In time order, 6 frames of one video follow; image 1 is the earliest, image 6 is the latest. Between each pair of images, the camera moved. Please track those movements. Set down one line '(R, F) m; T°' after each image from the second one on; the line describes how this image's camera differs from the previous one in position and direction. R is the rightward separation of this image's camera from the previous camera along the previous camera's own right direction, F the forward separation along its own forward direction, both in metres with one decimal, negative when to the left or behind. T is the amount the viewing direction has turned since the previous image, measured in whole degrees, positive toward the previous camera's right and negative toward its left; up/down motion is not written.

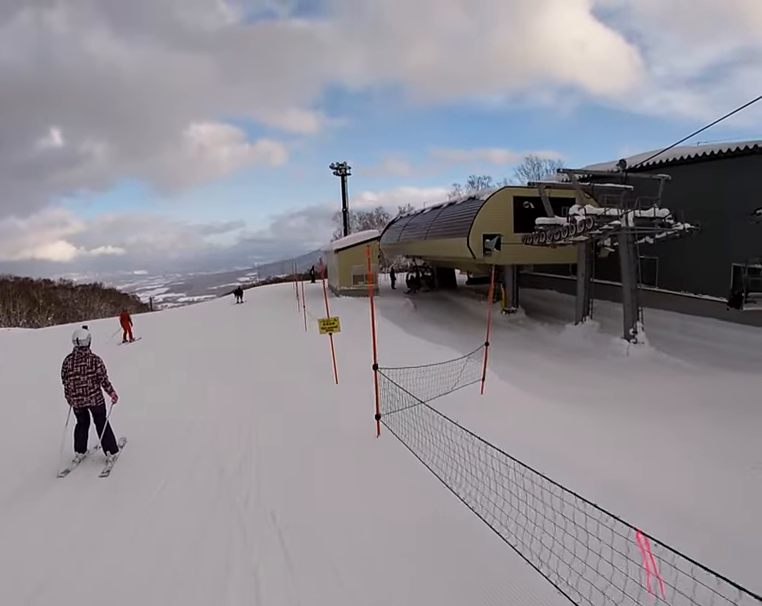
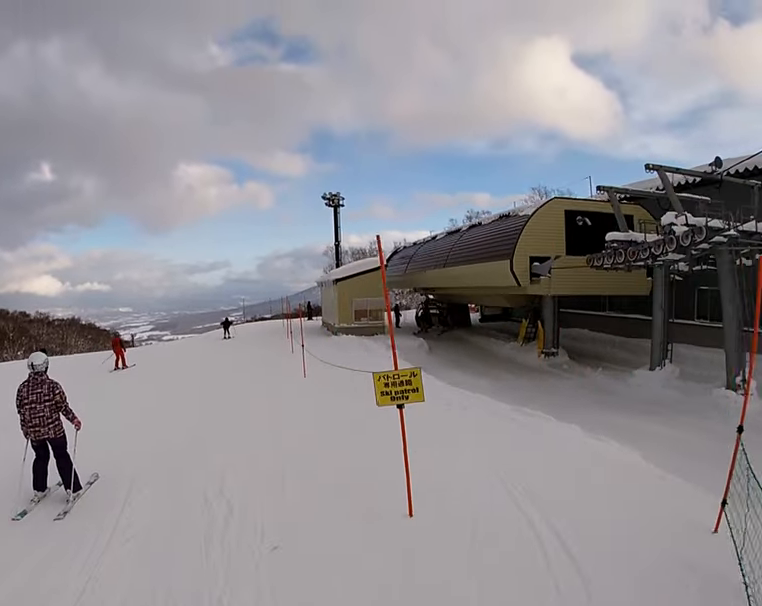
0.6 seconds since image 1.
(+0.1, +5.5) m; +4°
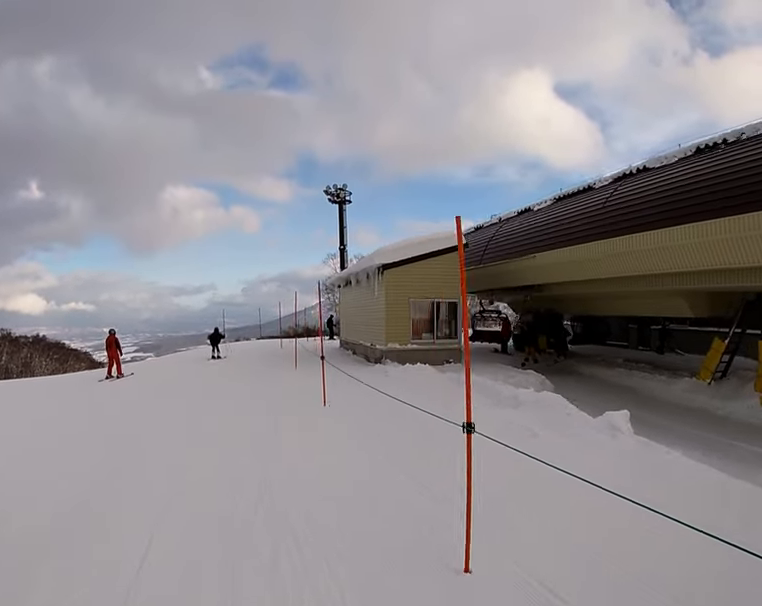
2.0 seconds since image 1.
(+1.4, +11.8) m; +5°
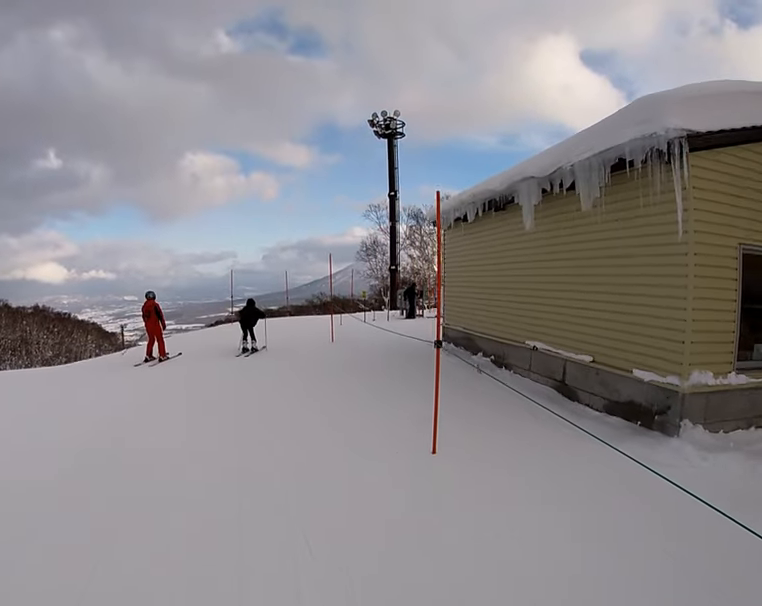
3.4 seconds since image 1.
(-1.5, +11.4) m; -10°
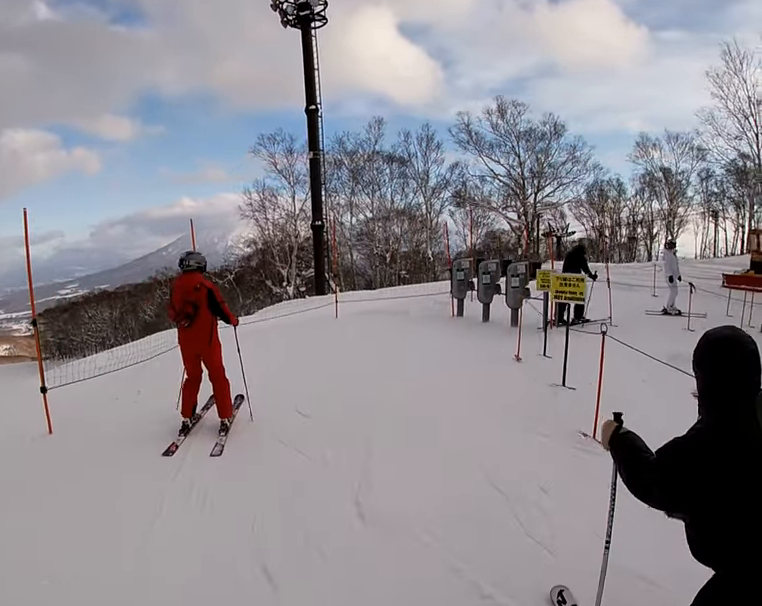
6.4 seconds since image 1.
(+1.0, +16.4) m; +21°
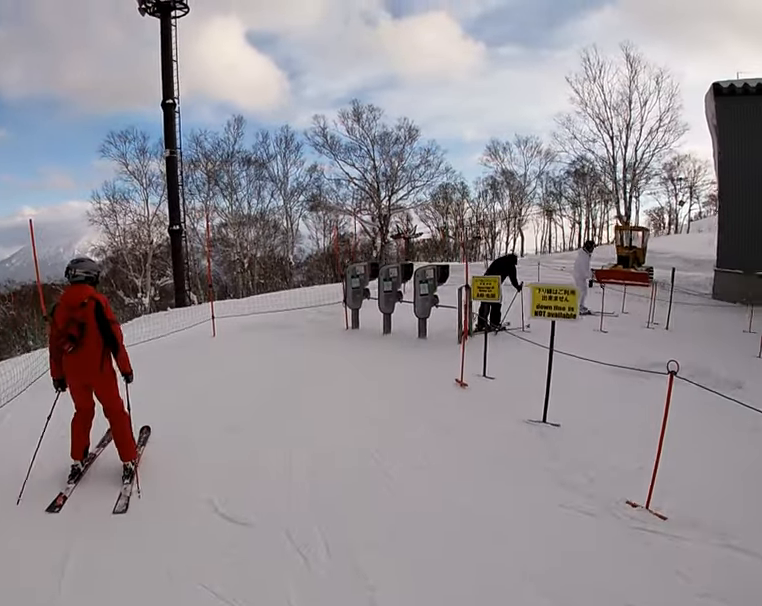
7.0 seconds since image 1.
(+0.6, +2.4) m; +5°
